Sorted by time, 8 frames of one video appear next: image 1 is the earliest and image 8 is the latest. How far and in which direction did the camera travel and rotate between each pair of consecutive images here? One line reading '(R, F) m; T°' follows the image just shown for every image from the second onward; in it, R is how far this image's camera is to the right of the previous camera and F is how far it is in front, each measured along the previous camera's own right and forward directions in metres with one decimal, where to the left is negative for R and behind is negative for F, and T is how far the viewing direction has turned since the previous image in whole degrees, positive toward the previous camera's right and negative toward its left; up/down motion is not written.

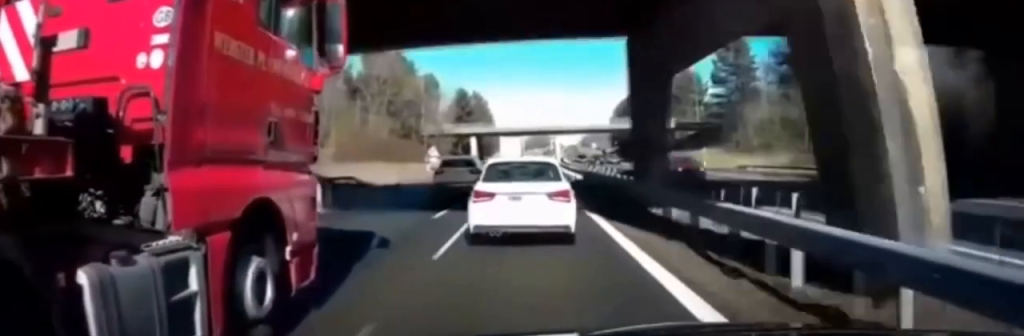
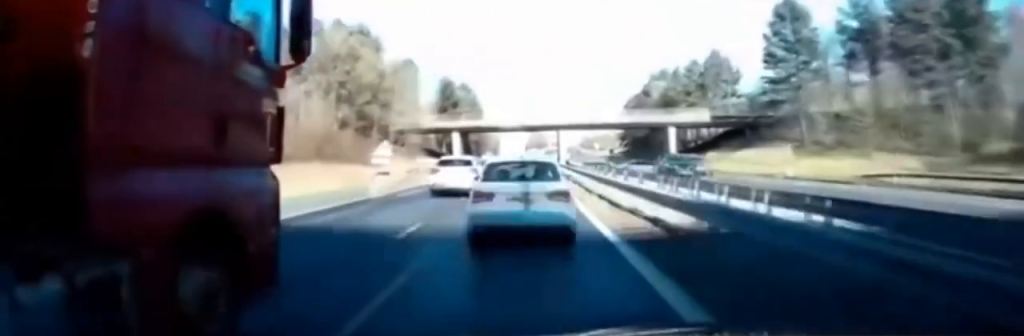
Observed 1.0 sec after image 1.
(-0.1, +20.6) m; -1°
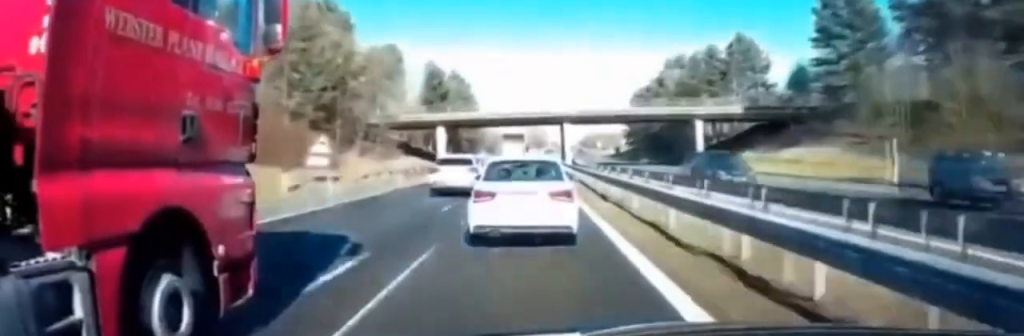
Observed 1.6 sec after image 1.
(0.0, +13.8) m; 0°
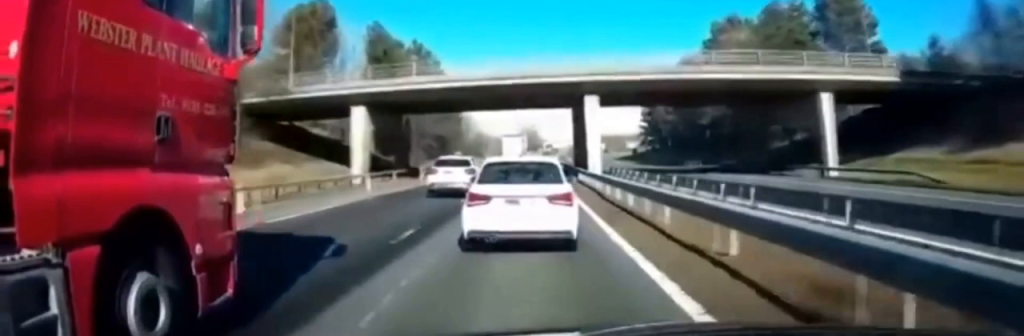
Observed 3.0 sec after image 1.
(+0.3, +30.3) m; +1°
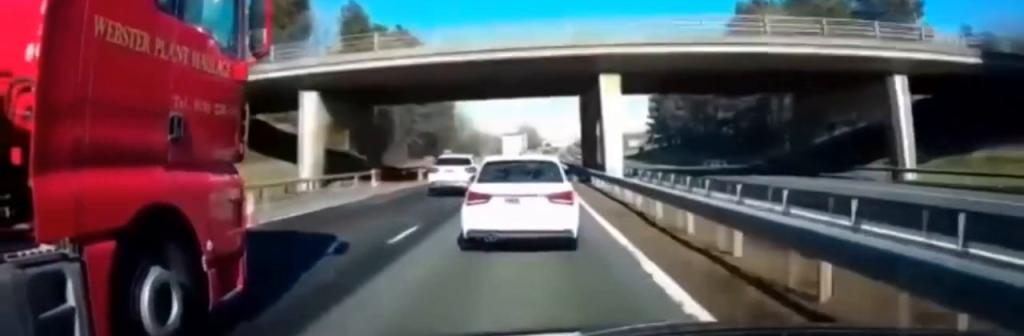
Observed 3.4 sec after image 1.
(+0.2, +9.5) m; 0°
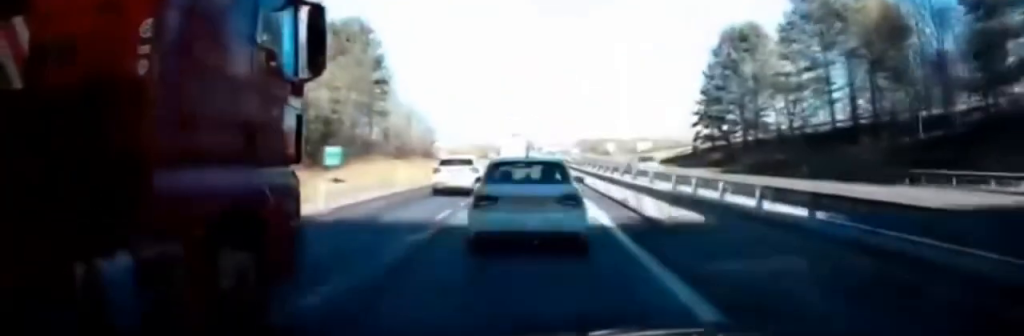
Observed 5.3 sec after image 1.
(-0.1, +39.8) m; +2°
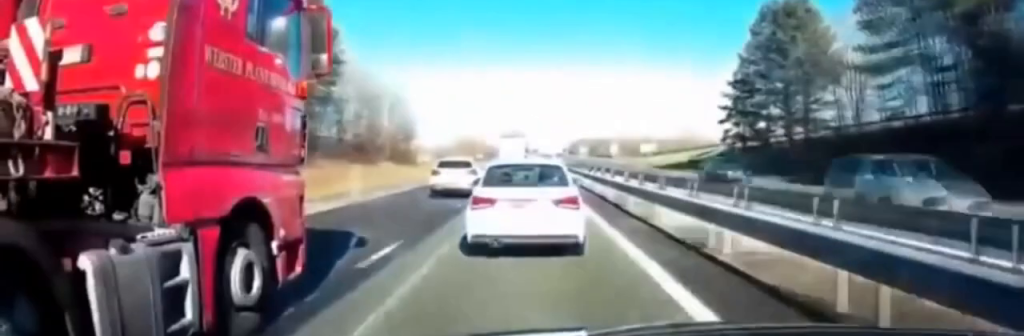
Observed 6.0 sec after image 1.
(+0.1, +14.5) m; +1°
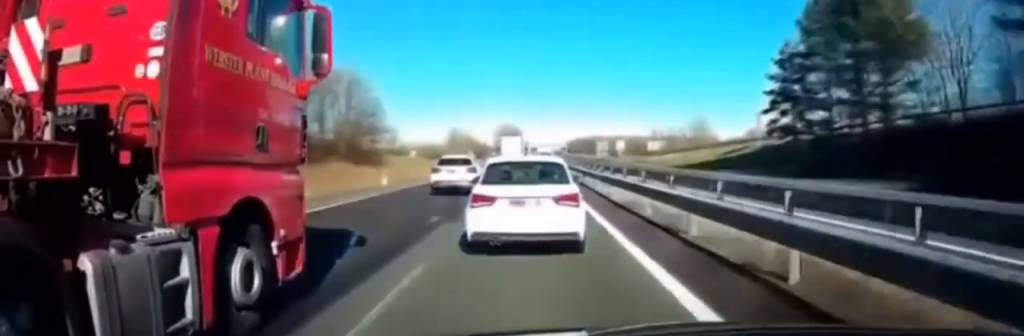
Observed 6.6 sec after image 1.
(0.0, +14.4) m; 0°
